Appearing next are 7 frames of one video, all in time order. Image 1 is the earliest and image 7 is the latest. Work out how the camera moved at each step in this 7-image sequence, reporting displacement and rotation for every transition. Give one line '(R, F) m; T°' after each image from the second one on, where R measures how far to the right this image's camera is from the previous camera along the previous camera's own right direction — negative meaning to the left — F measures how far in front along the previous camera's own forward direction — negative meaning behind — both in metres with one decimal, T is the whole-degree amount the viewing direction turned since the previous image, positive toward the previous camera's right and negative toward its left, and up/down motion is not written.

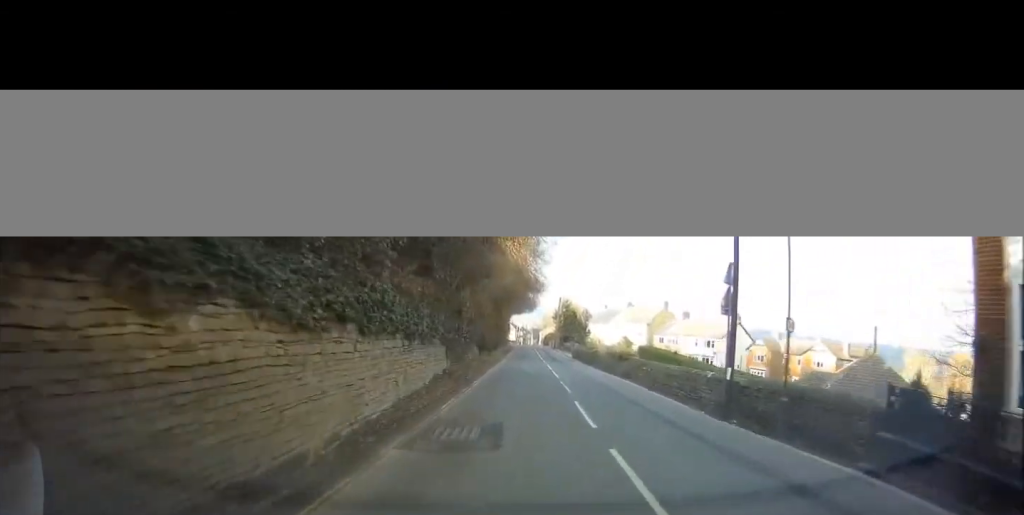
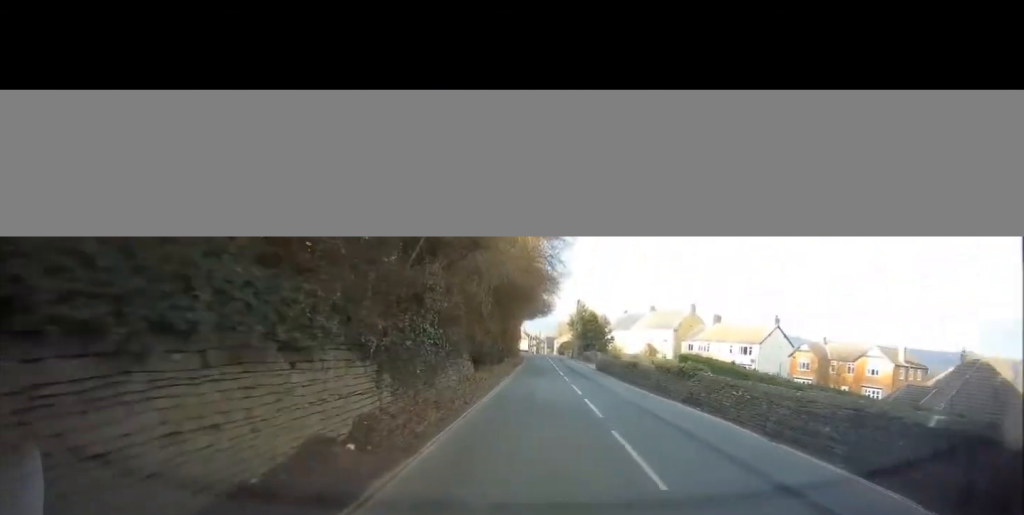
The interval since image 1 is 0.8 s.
(-0.1, +9.4) m; -1°
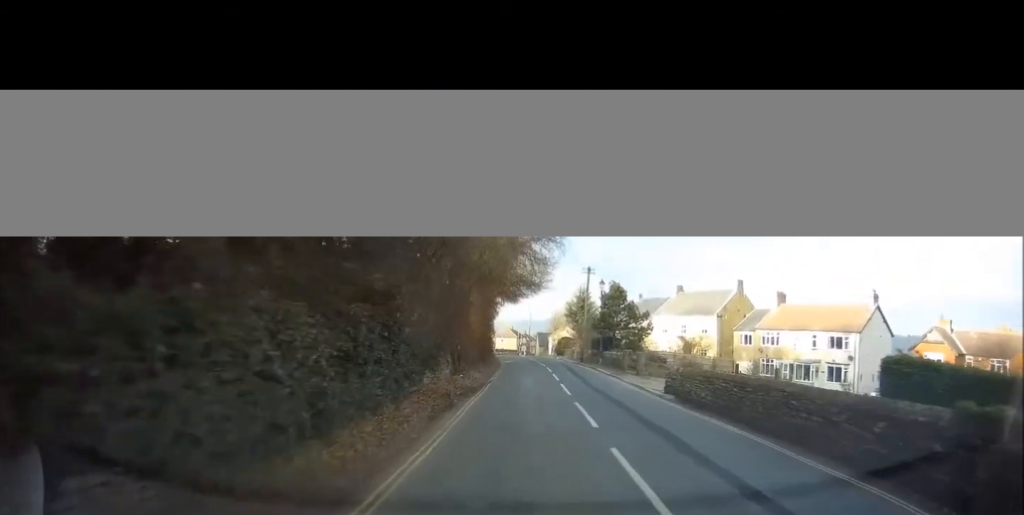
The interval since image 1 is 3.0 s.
(+0.1, +25.6) m; +2°
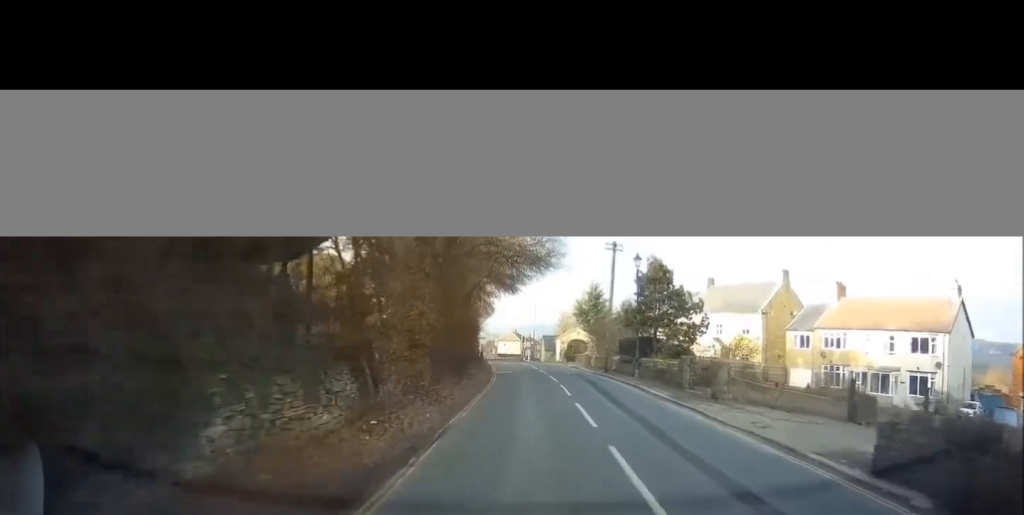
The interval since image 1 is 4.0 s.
(+0.1, +11.5) m; -1°
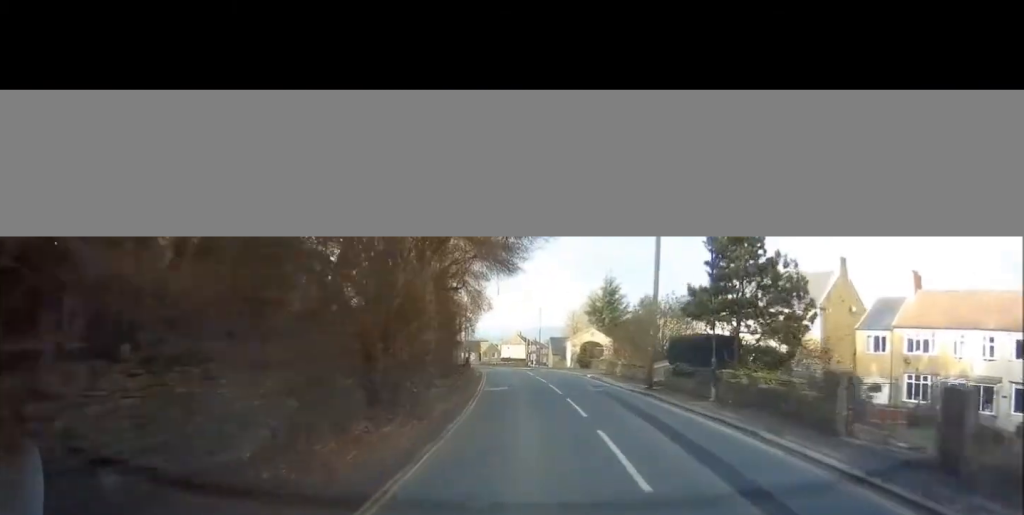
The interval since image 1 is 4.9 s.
(-0.2, +10.3) m; -1°
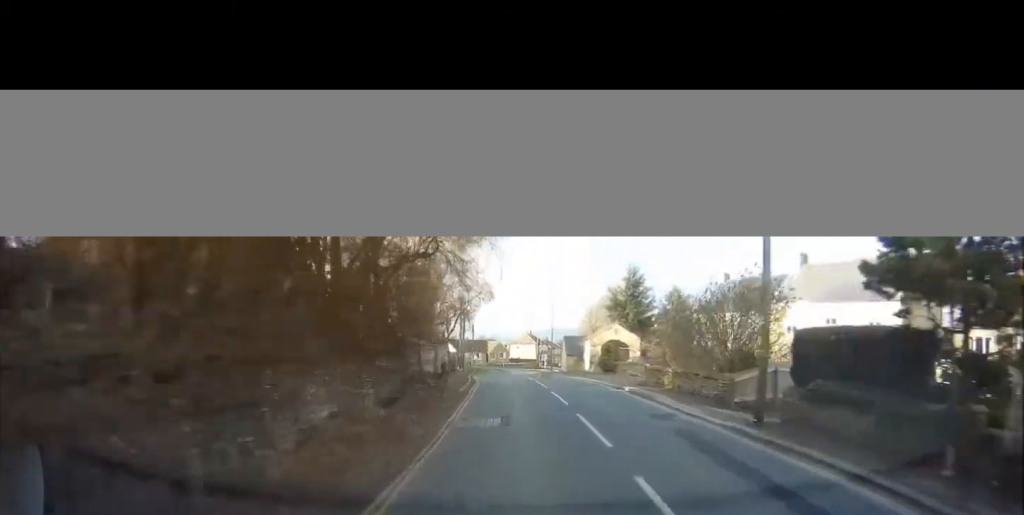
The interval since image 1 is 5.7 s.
(0.0, +9.2) m; -2°
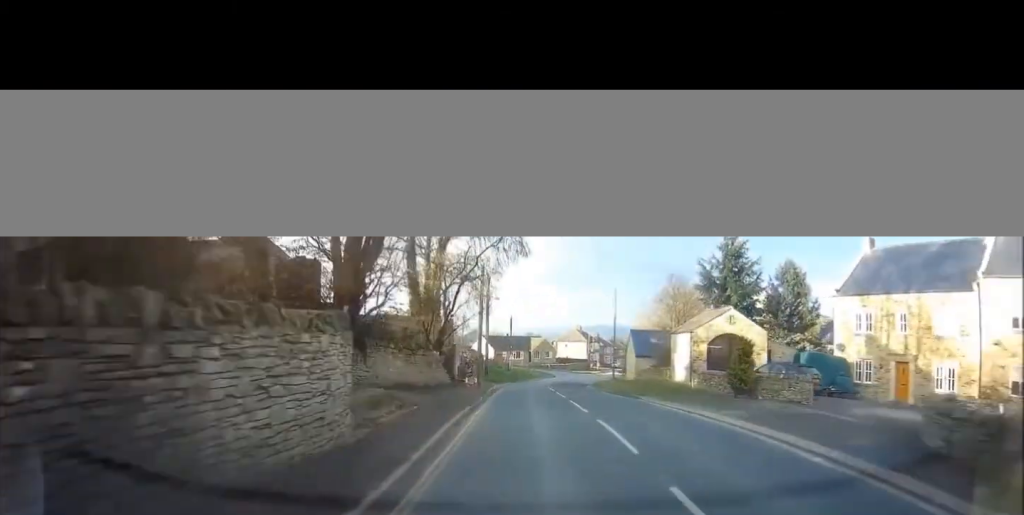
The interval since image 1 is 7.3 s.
(-0.9, +18.0) m; -5°
